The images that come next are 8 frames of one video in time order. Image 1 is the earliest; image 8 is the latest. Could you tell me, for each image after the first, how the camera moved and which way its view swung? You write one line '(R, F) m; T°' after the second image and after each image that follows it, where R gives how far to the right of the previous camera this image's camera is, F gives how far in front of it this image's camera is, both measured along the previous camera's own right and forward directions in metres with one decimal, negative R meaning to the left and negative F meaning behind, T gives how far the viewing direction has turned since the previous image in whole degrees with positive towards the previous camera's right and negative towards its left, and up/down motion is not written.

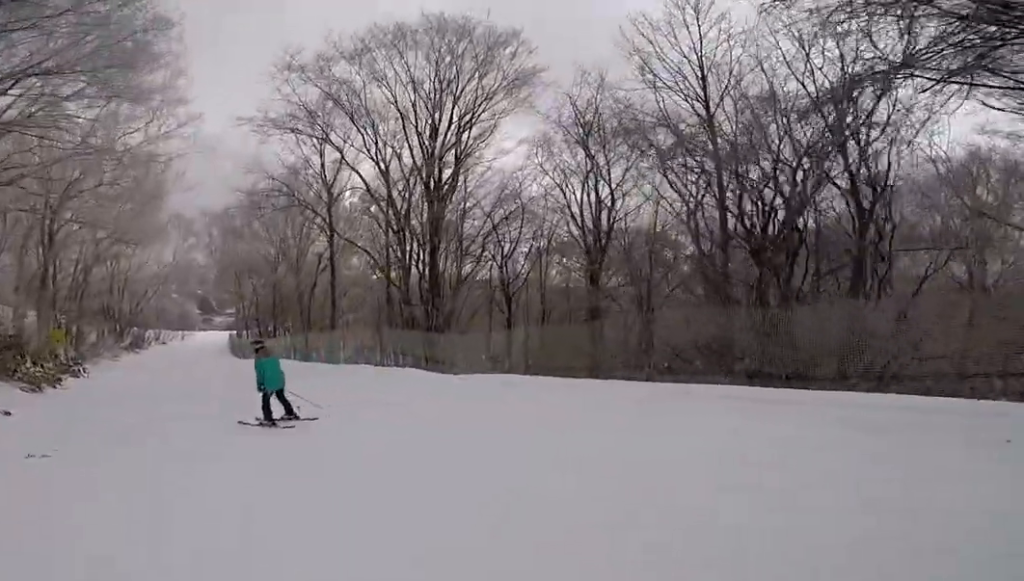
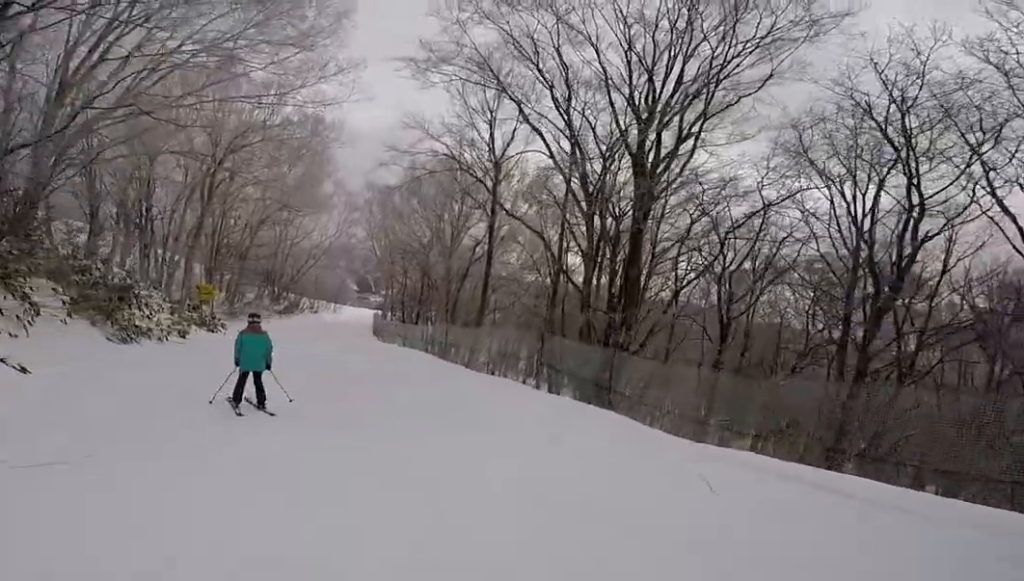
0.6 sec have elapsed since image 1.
(+1.1, +4.1) m; +6°
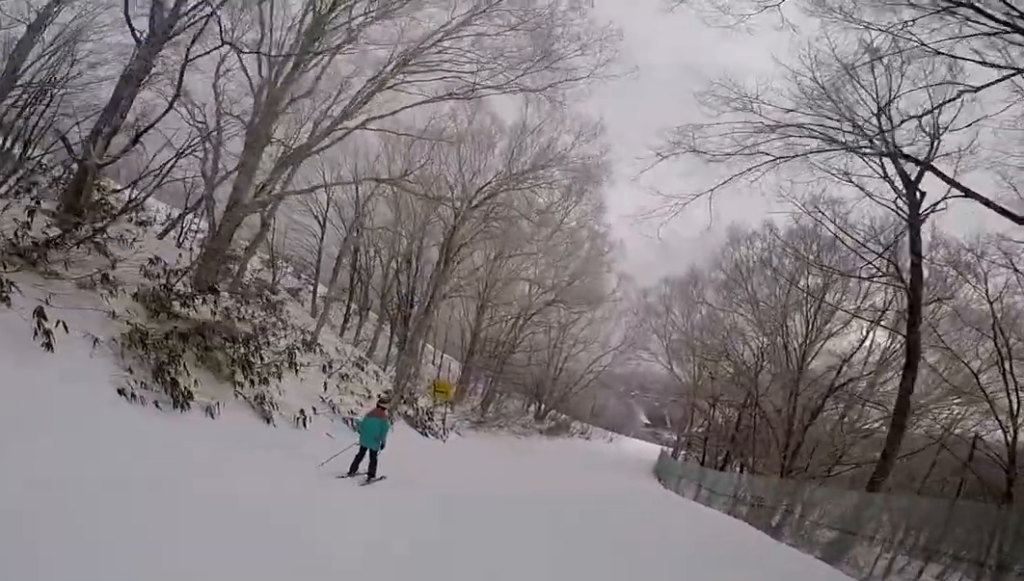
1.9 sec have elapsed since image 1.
(-1.0, +8.2) m; -24°
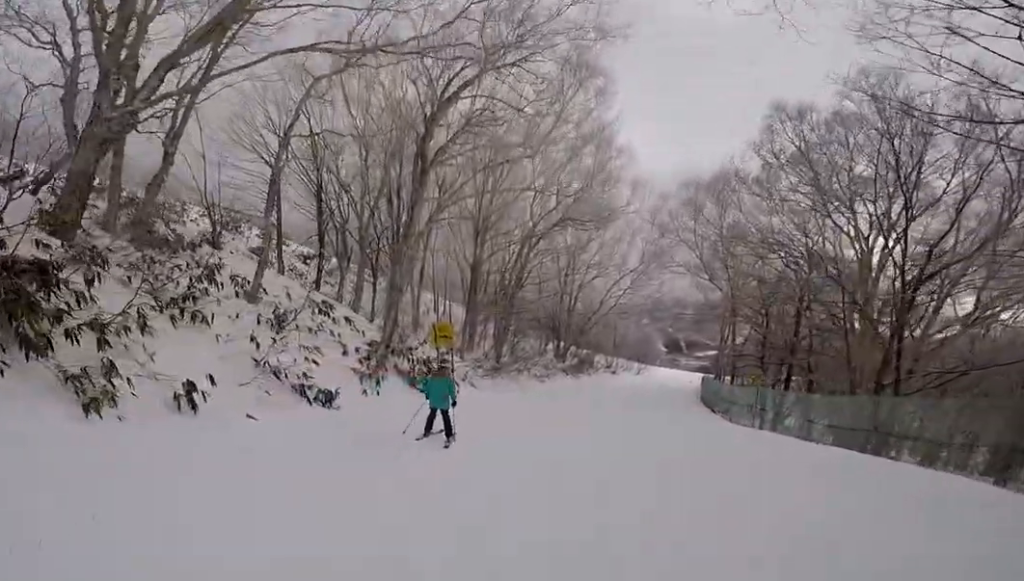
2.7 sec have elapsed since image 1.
(-1.5, +4.9) m; -7°
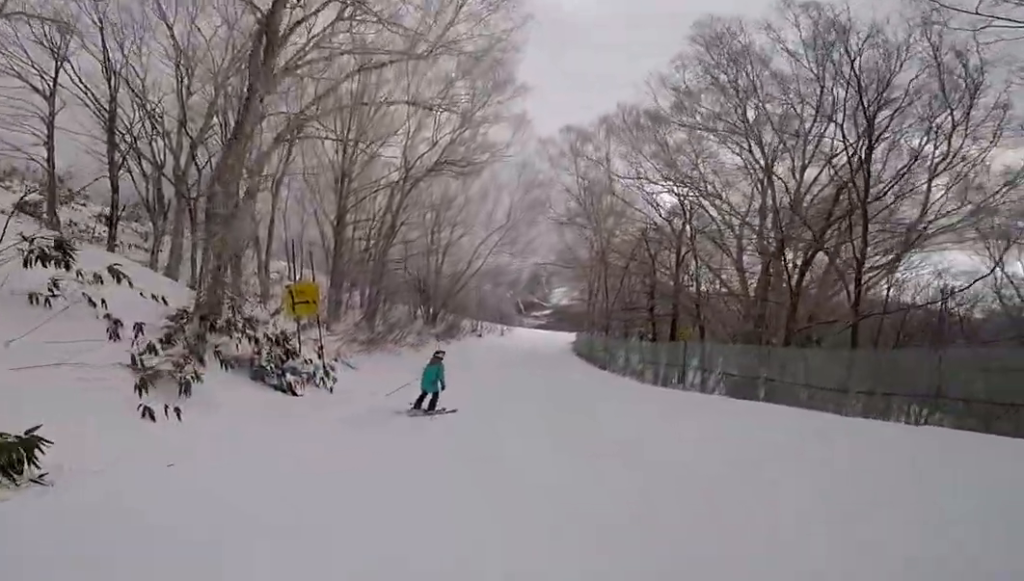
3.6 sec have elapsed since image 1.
(+0.7, +6.4) m; +7°
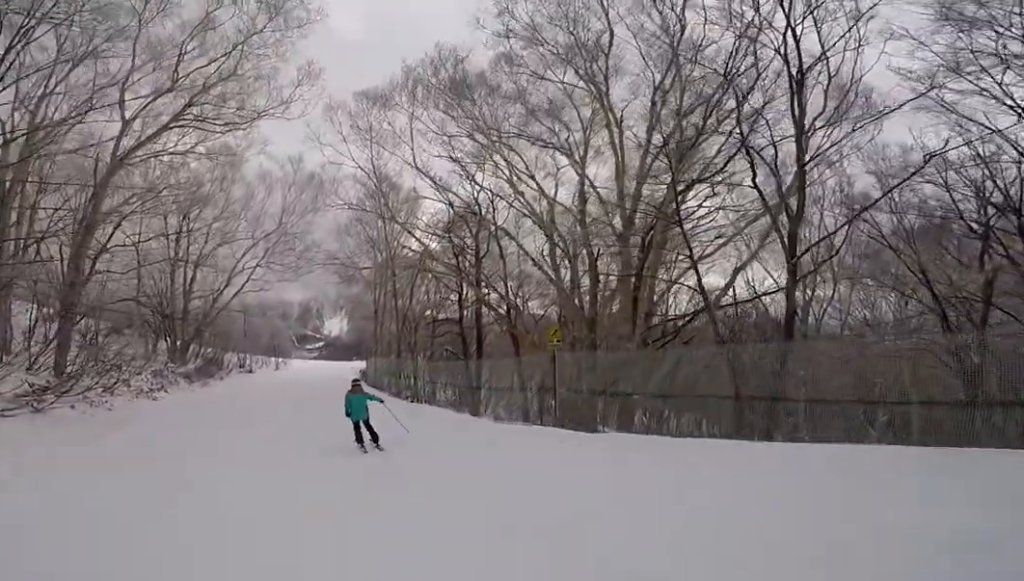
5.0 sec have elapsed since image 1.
(+1.0, +8.7) m; +18°
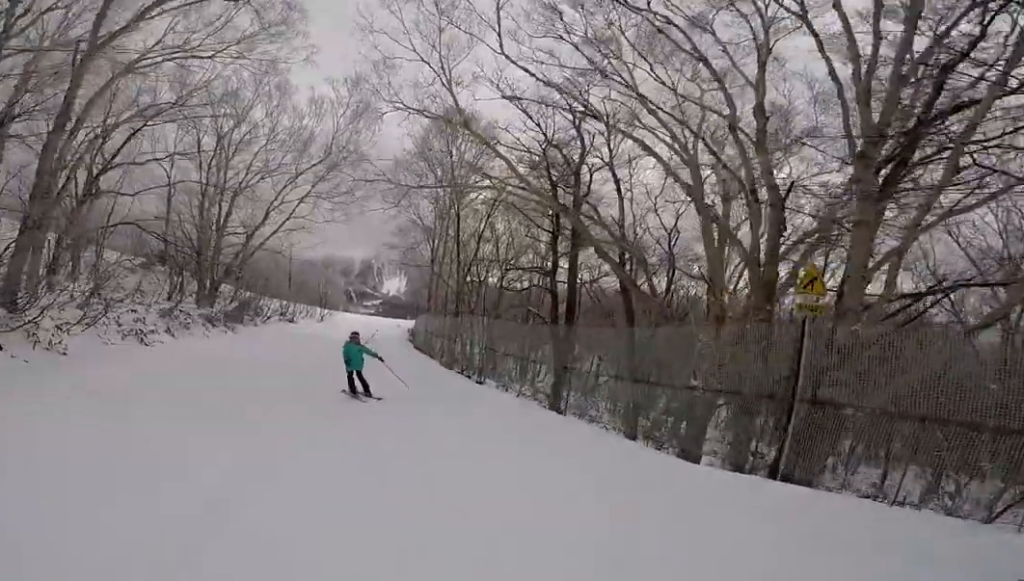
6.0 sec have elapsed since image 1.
(+1.0, +5.8) m; -3°
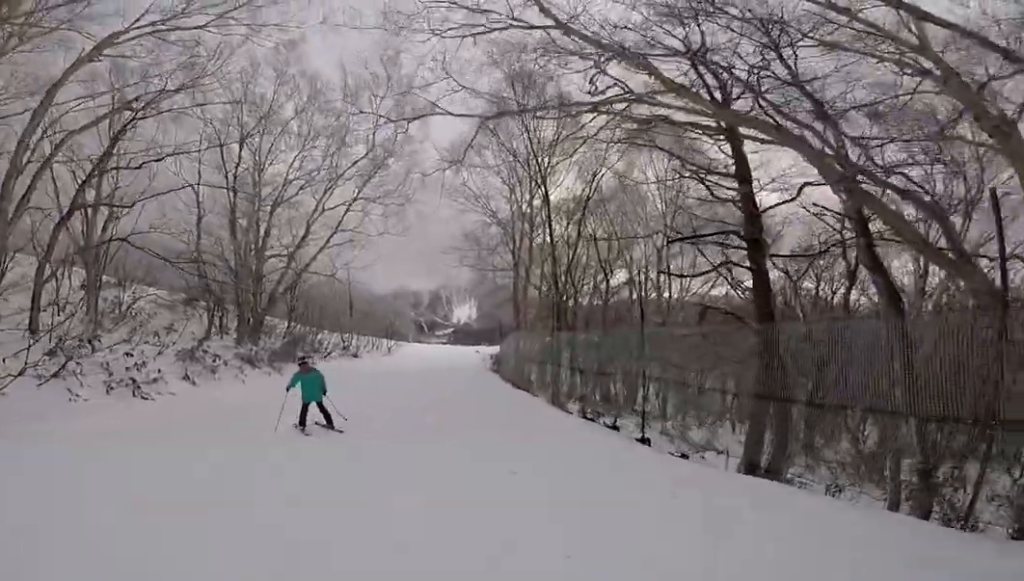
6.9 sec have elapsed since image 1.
(-1.4, +6.0) m; -13°
